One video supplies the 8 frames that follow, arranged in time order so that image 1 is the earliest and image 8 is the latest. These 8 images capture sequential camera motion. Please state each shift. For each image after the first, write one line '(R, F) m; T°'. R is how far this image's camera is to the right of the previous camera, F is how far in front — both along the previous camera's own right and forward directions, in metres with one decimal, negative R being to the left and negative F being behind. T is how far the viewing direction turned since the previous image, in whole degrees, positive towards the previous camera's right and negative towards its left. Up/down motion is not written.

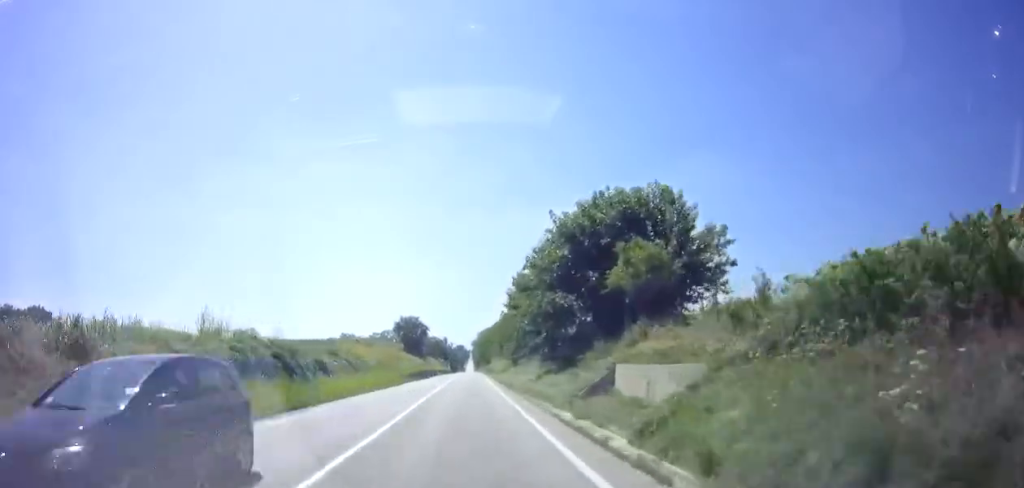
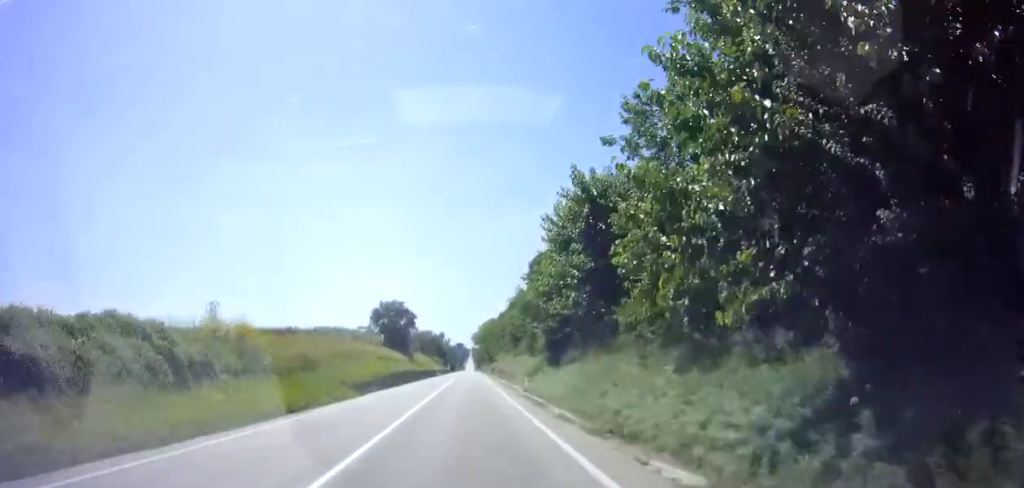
(+0.4, +23.5) m; +1°
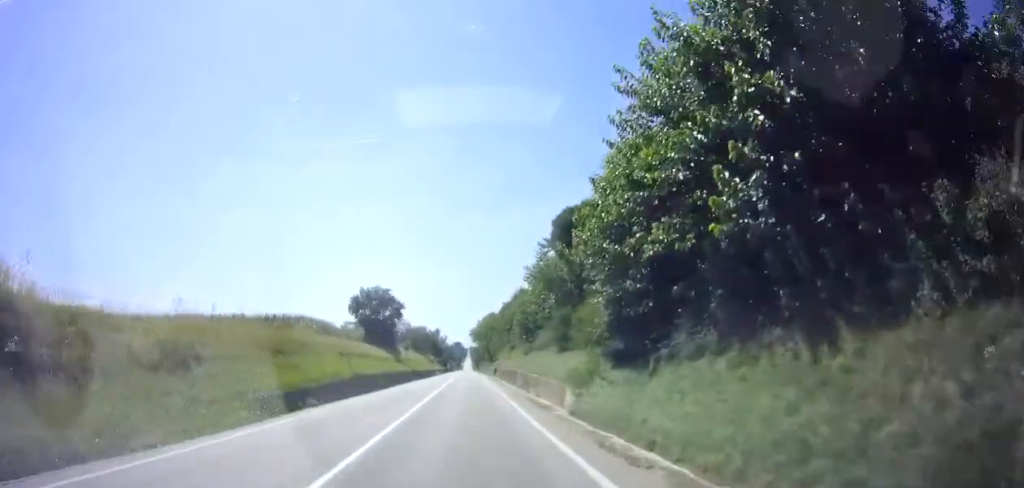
(0.0, +13.6) m; 0°
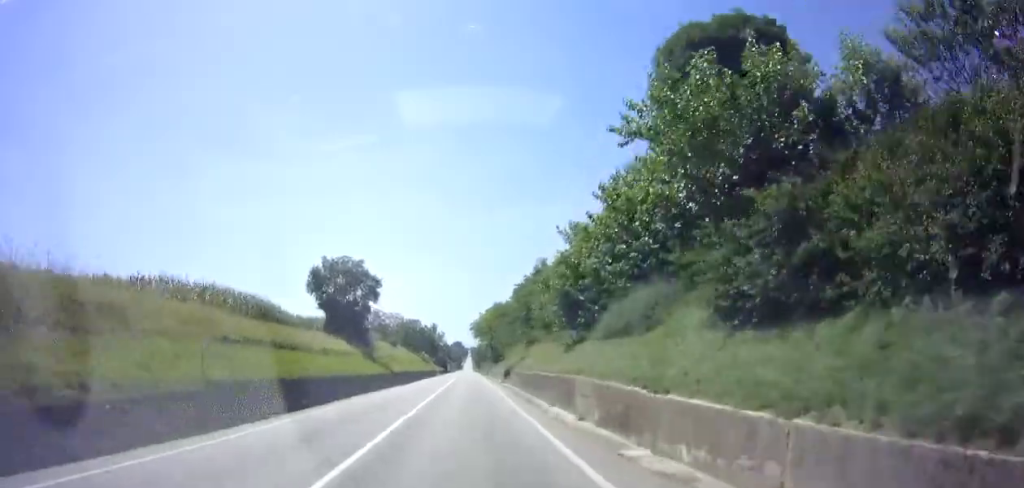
(-0.2, +18.6) m; -1°
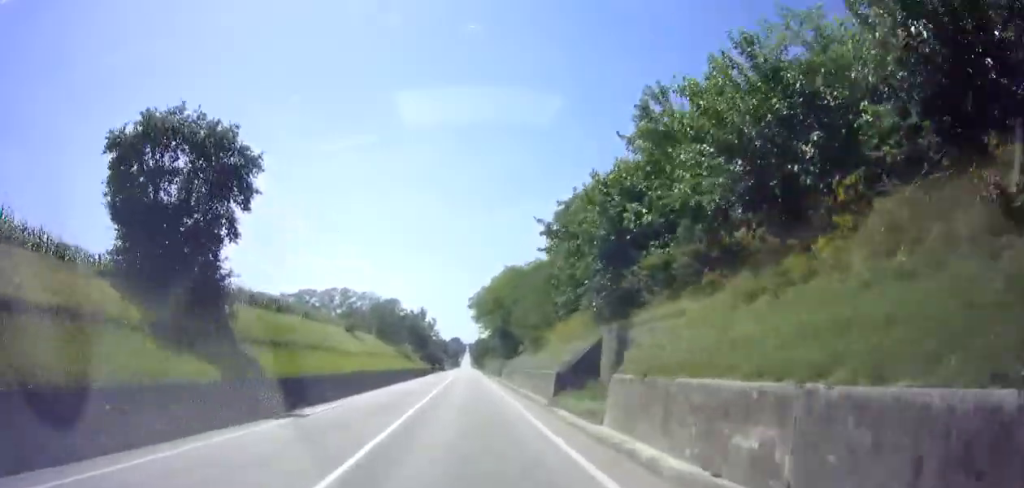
(+0.5, +30.8) m; +1°
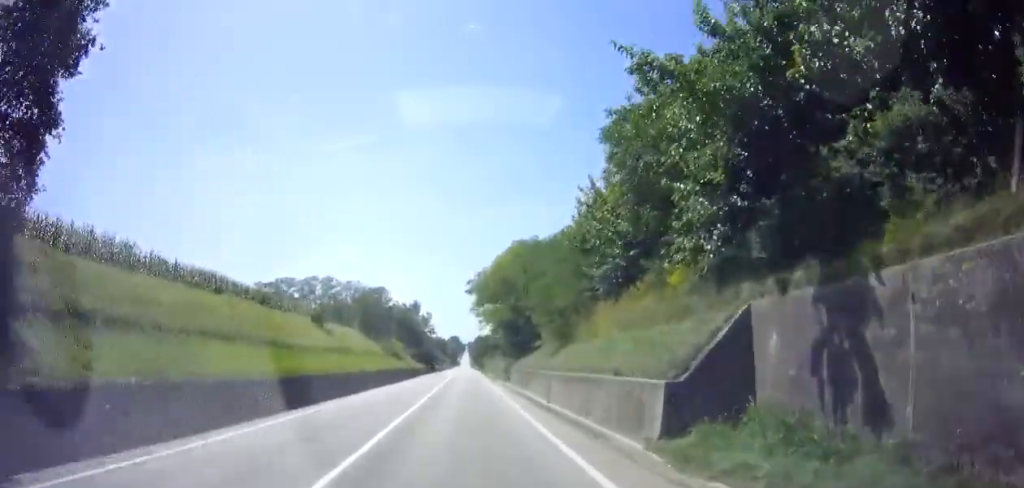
(+0.1, +11.5) m; 0°
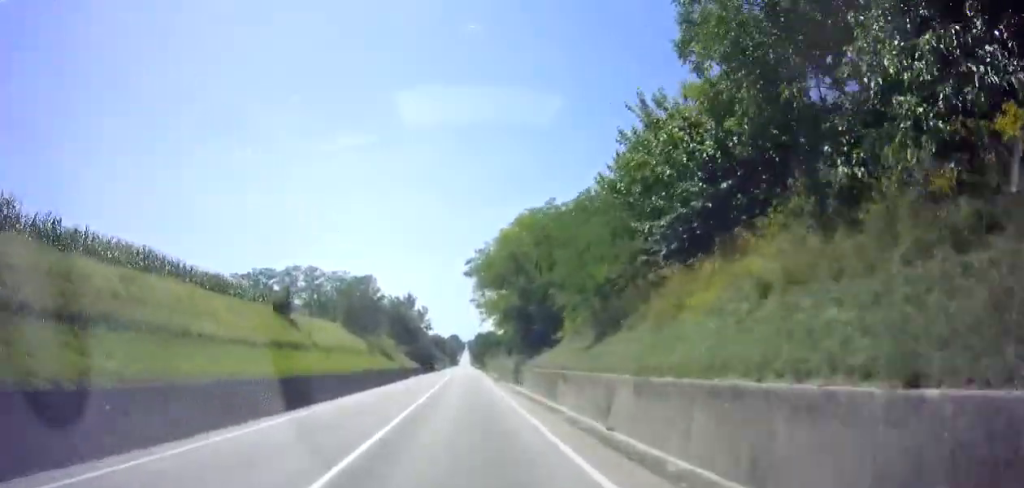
(-0.2, +8.6) m; 0°
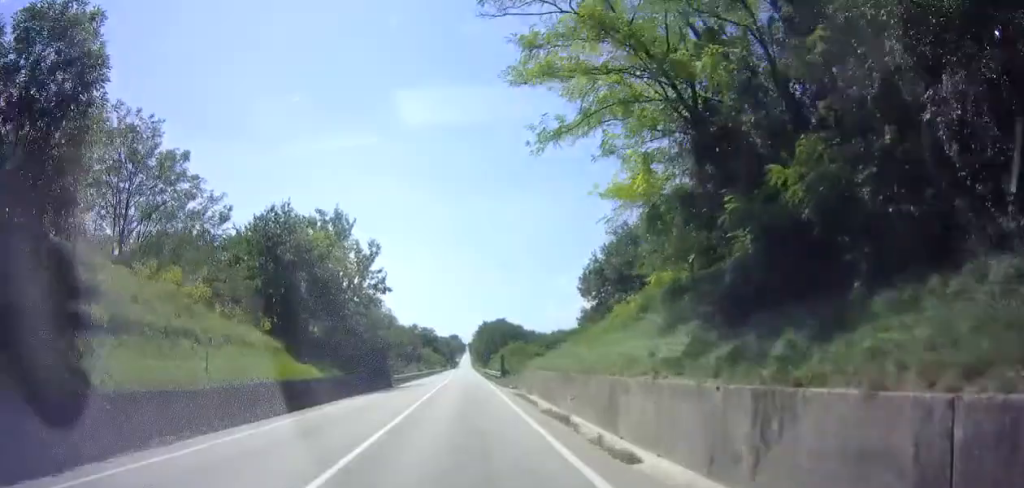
(+0.5, +50.7) m; +1°
